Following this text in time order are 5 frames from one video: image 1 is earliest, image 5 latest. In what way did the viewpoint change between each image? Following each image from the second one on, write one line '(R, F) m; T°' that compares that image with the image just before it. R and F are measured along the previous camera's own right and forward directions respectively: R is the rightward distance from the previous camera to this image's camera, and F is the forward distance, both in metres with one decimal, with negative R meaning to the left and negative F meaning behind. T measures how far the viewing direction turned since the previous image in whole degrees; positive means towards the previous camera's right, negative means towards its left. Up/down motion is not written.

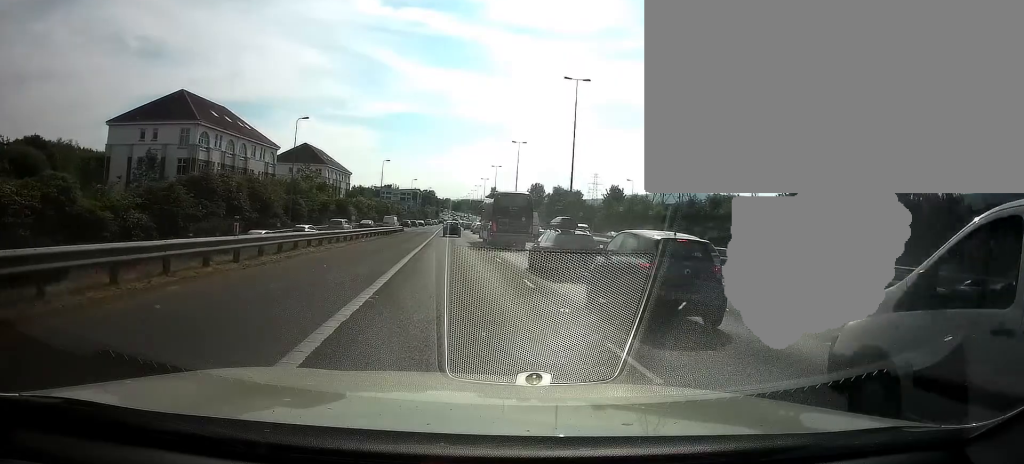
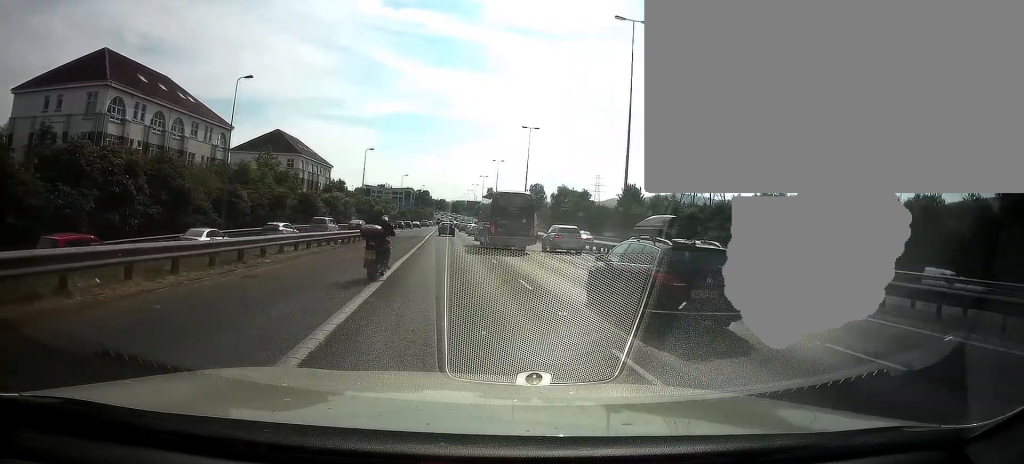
(+0.2, +17.4) m; +1°
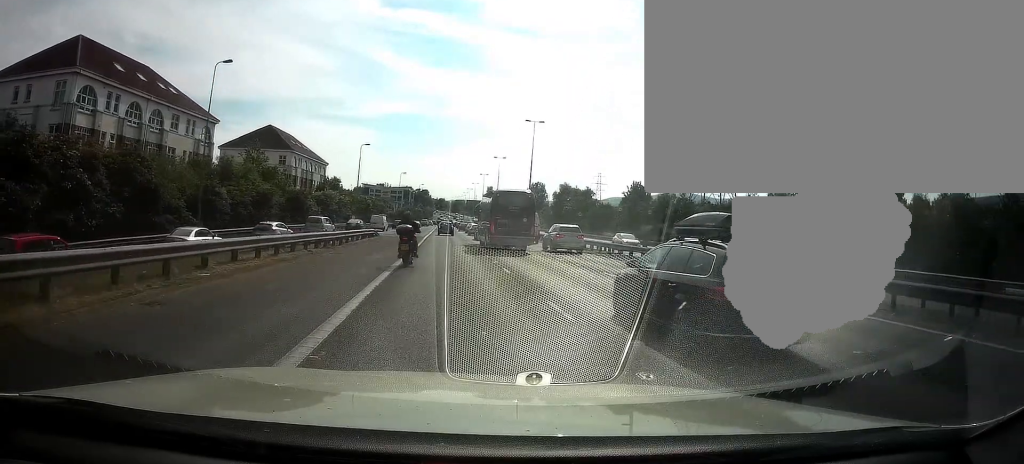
(0.0, +4.3) m; 0°
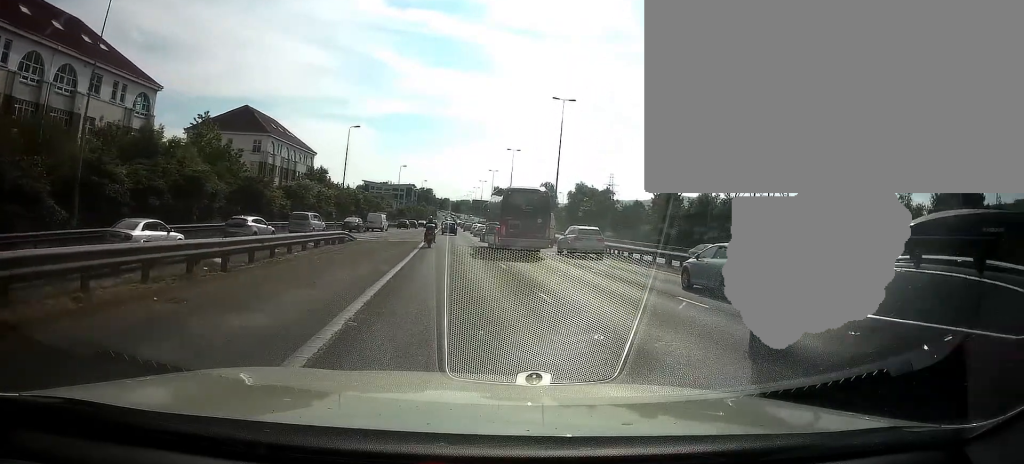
(-0.4, +14.9) m; -1°
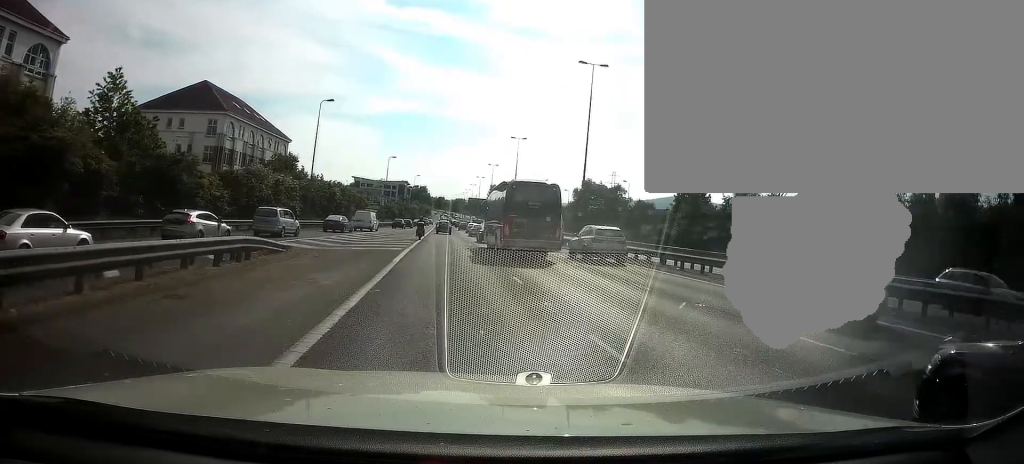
(+0.4, +14.1) m; +1°
